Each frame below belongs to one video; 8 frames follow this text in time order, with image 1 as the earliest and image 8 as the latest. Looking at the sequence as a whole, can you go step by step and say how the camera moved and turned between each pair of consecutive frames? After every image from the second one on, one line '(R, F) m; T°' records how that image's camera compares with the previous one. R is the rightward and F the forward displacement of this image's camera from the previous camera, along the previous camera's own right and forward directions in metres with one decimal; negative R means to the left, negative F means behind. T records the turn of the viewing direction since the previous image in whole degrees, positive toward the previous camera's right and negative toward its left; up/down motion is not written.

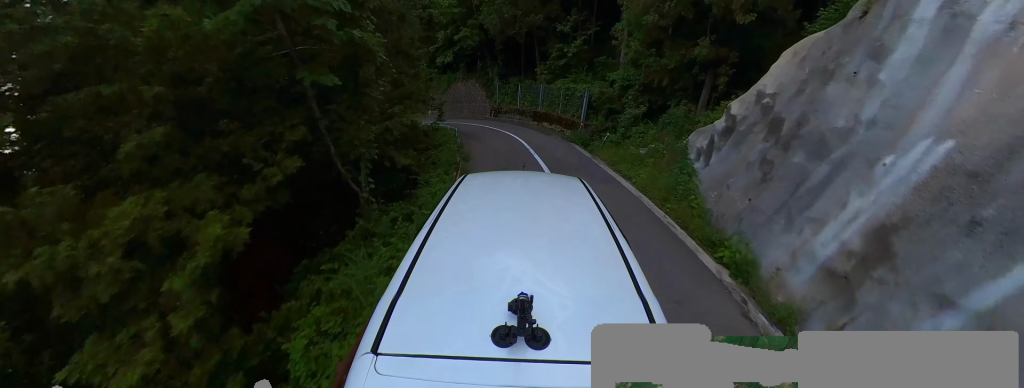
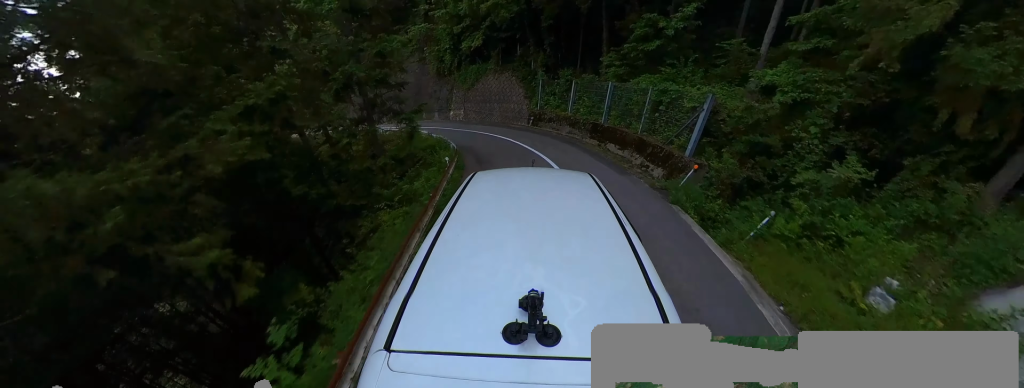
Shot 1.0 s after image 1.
(-1.0, +8.0) m; -7°
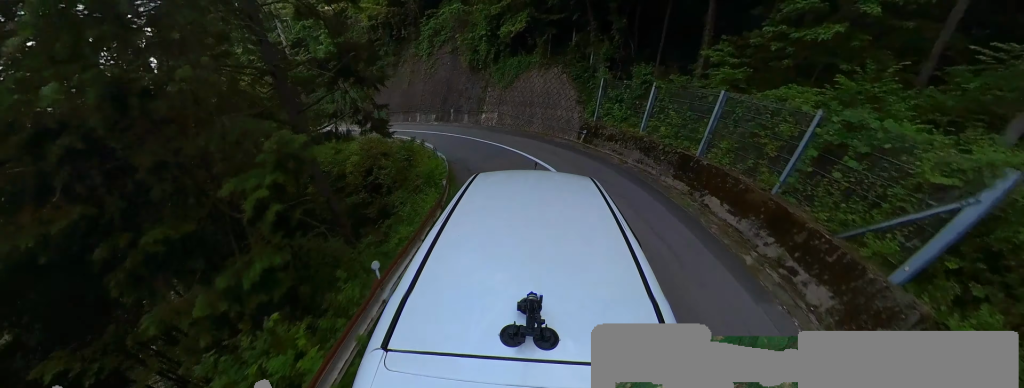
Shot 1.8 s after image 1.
(0.0, +5.7) m; -2°
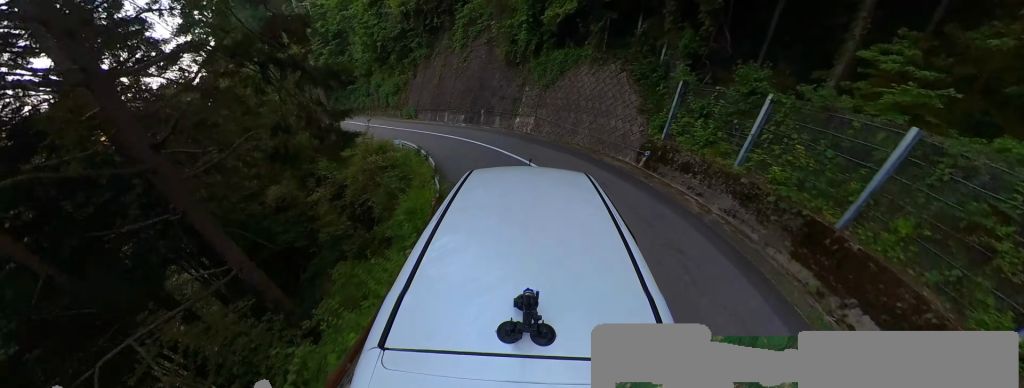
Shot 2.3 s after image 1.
(+0.2, +4.2) m; -15°
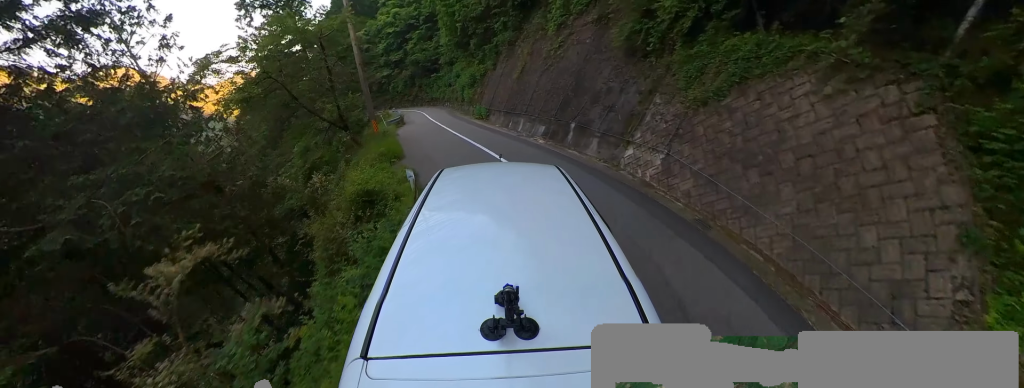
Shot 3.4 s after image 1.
(-2.3, +6.6) m; -43°
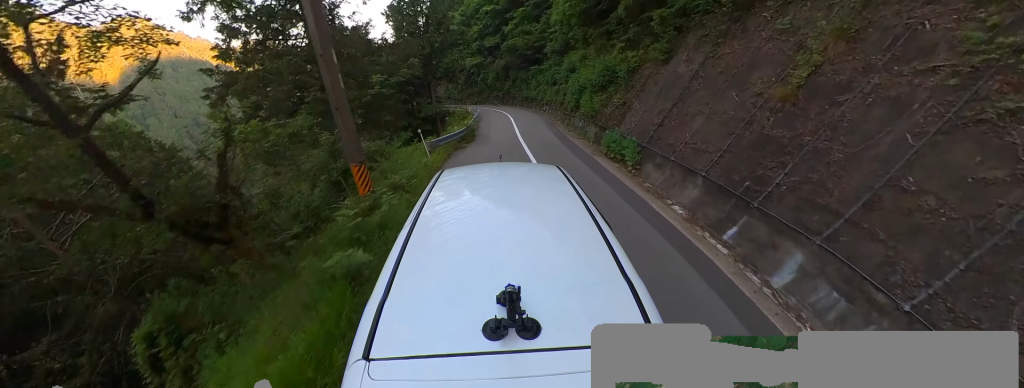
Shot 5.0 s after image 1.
(-4.0, +11.9) m; -9°
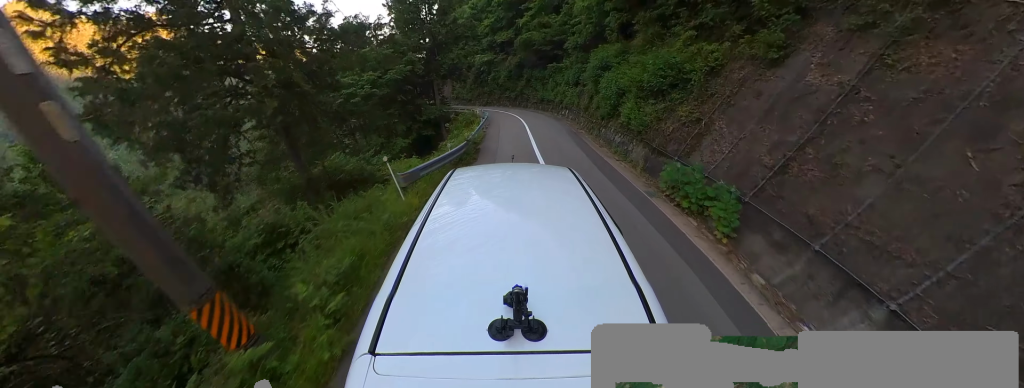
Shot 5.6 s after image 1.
(+0.5, +4.1) m; +11°
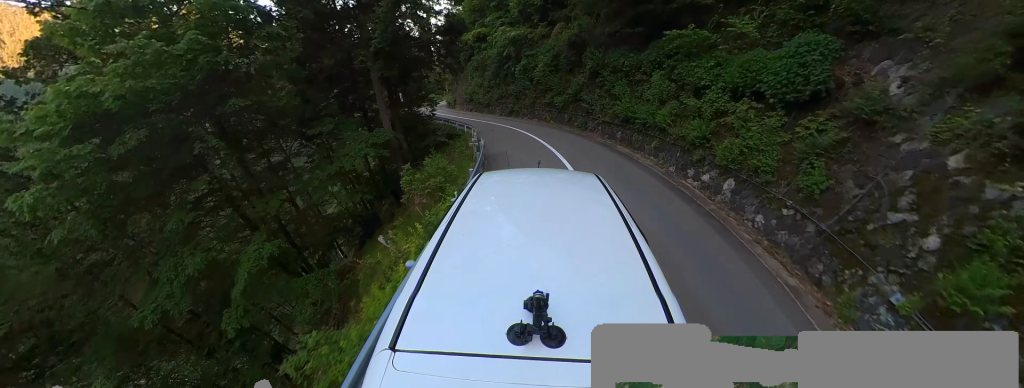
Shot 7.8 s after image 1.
(-0.4, +17.9) m; -10°
